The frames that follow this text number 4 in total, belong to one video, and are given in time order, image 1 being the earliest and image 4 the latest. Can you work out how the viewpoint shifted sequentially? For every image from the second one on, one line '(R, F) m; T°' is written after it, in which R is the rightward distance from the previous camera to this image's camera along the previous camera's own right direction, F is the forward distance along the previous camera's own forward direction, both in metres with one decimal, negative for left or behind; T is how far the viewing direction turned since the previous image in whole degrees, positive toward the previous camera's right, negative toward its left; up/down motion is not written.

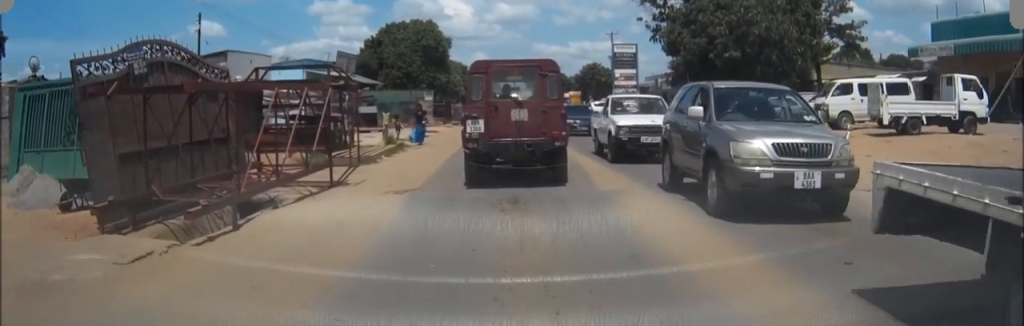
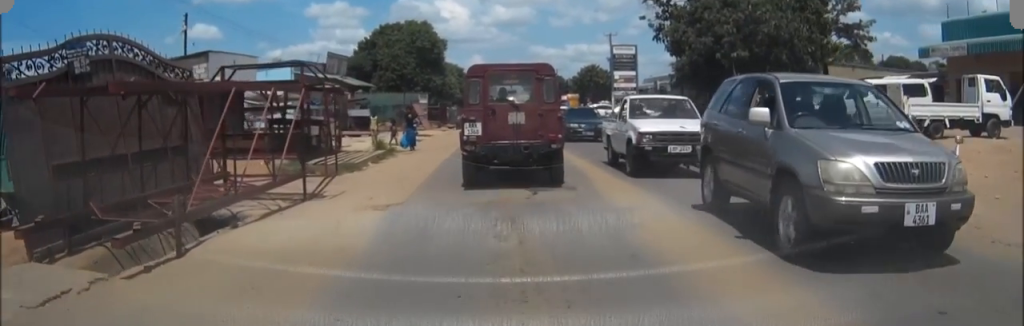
(+0.1, +1.6) m; +1°
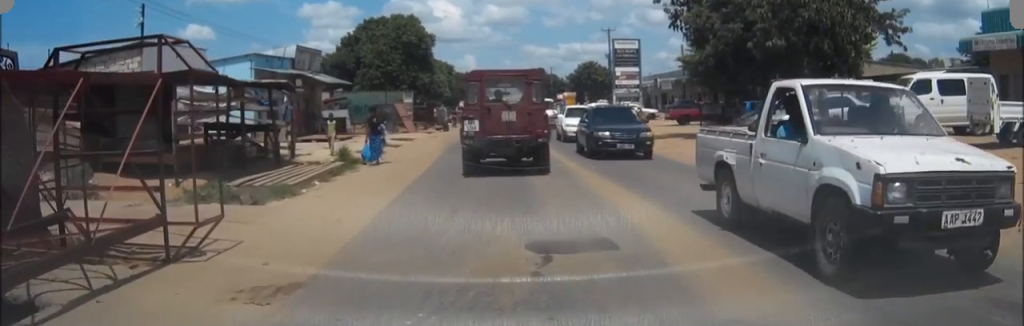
(+0.1, +4.8) m; -2°
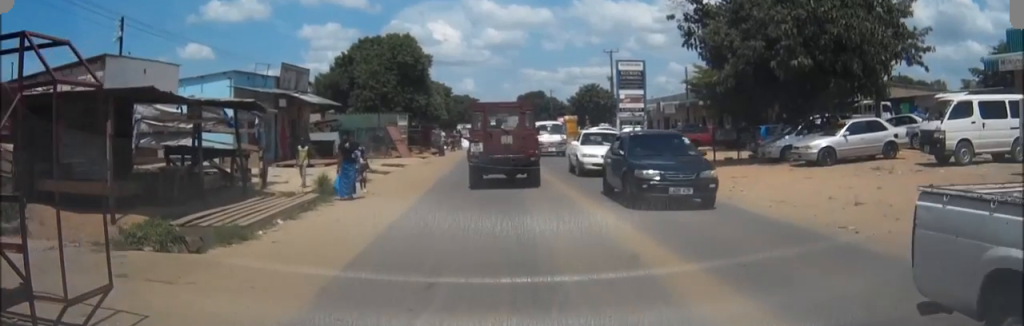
(-0.1, +2.5) m; -2°
